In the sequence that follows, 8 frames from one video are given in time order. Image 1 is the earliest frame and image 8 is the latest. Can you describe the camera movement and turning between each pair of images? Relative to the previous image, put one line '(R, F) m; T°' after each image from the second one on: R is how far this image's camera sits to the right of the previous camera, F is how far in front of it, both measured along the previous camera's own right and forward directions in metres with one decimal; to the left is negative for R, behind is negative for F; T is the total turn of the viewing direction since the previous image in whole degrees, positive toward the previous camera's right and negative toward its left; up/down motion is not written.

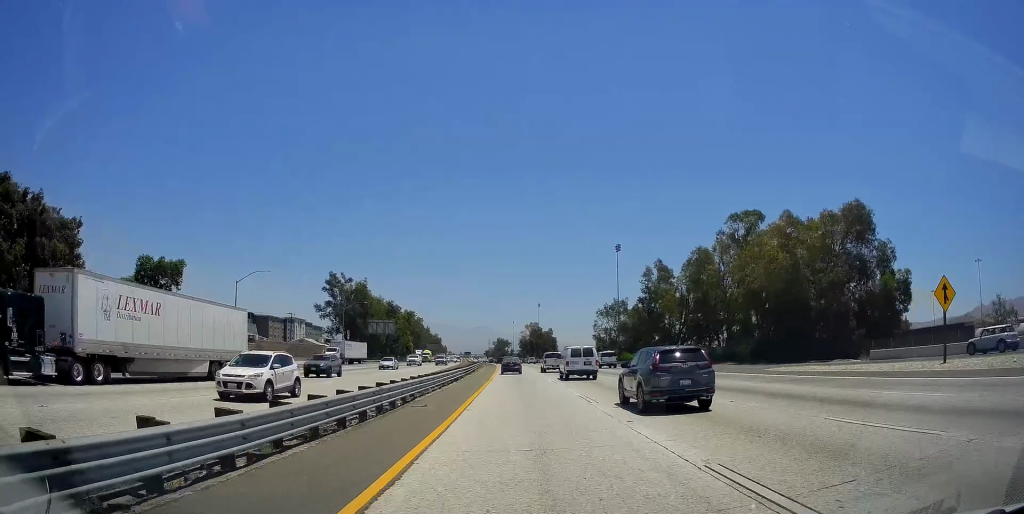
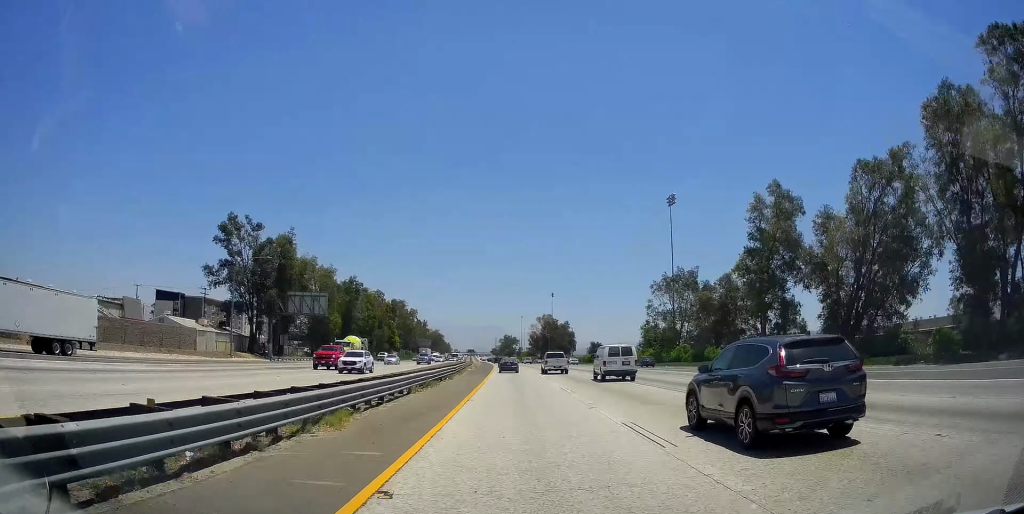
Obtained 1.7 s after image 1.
(-0.4, +53.8) m; -1°
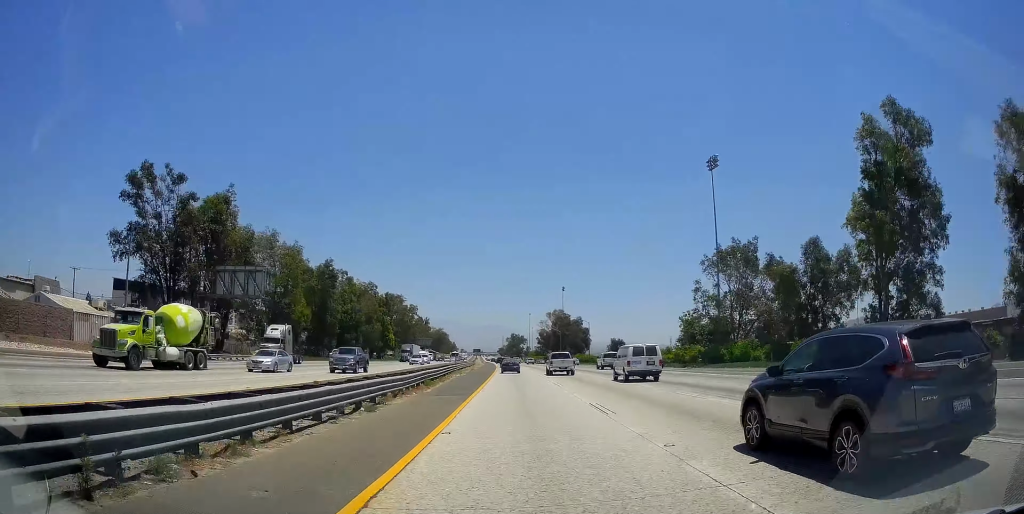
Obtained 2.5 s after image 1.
(-0.1, +23.0) m; 0°
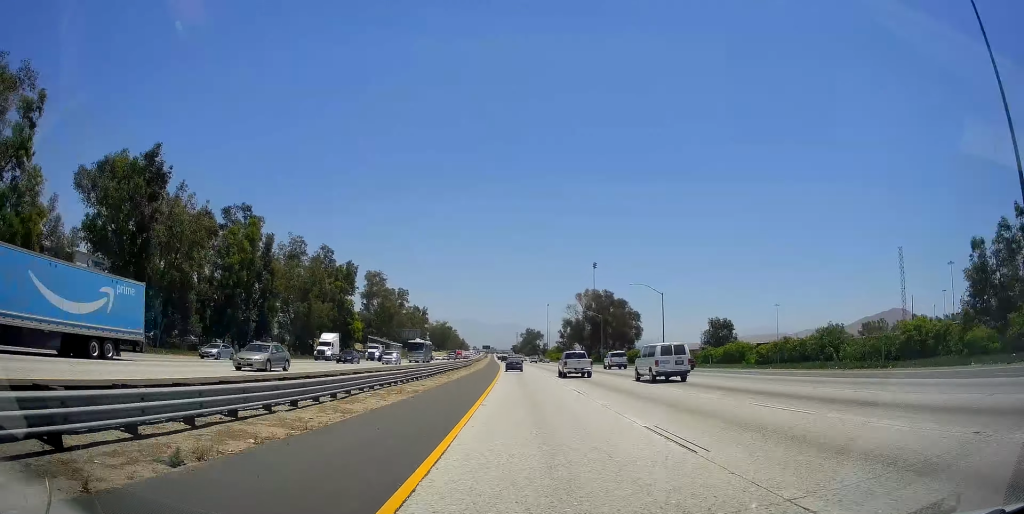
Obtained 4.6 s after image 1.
(-0.4, +64.4) m; -1°
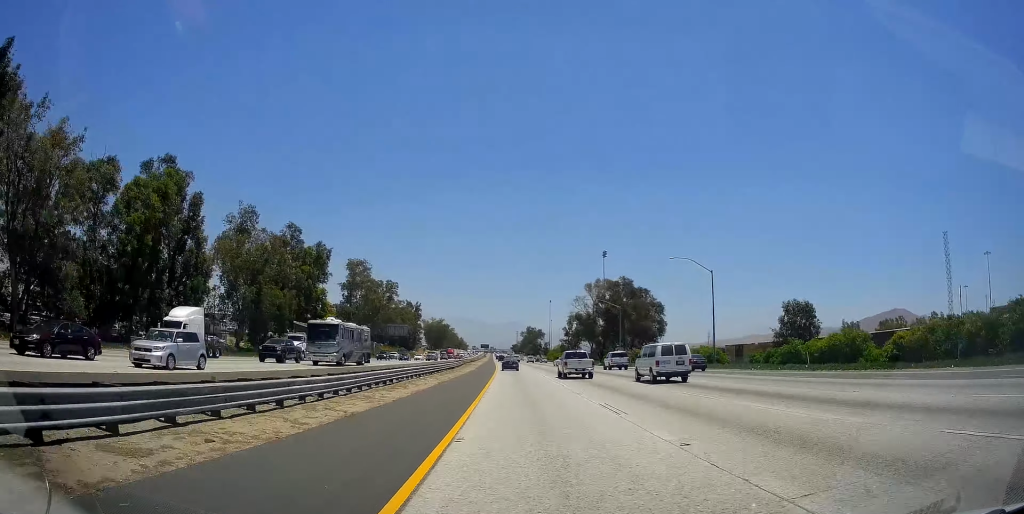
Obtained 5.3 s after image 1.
(0.0, +23.4) m; 0°
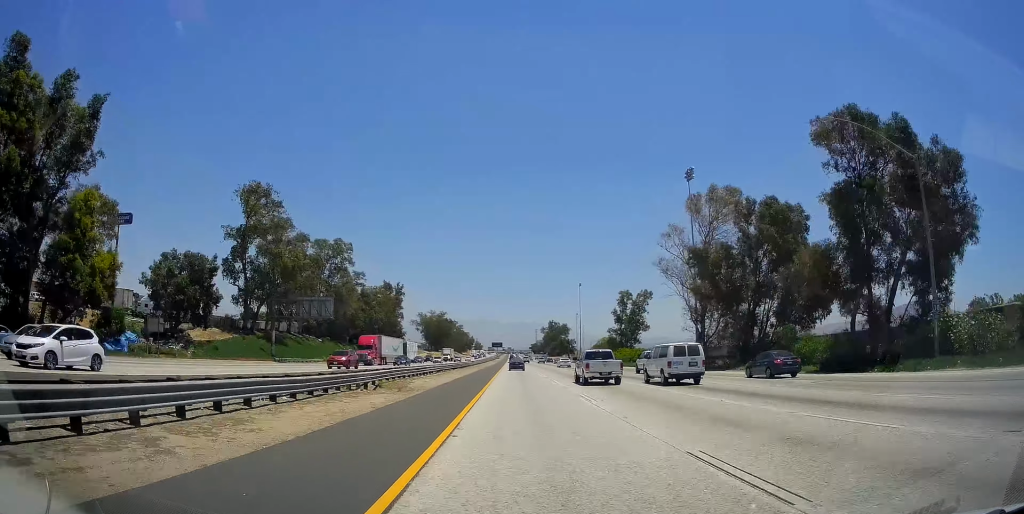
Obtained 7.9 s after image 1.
(-1.3, +82.4) m; -1°
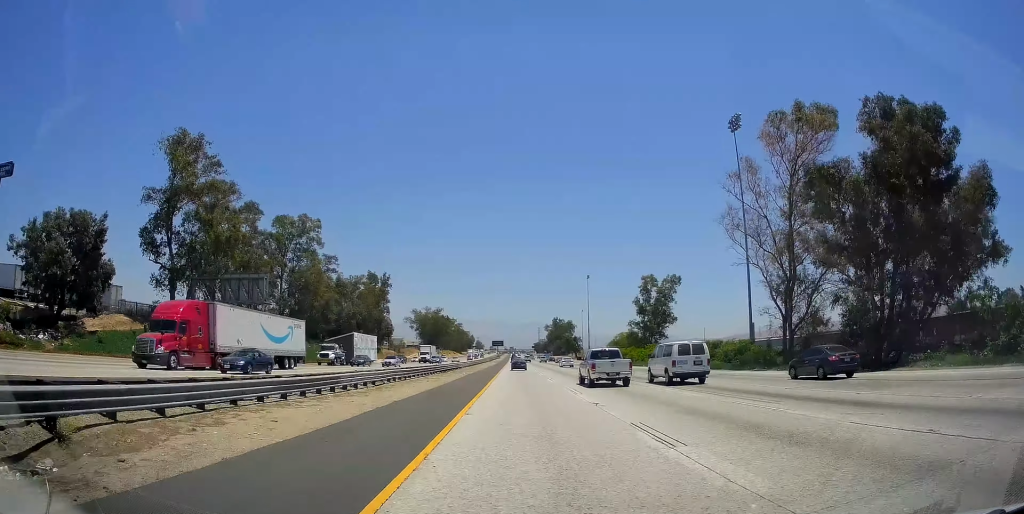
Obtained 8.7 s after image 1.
(-0.1, +24.2) m; 0°
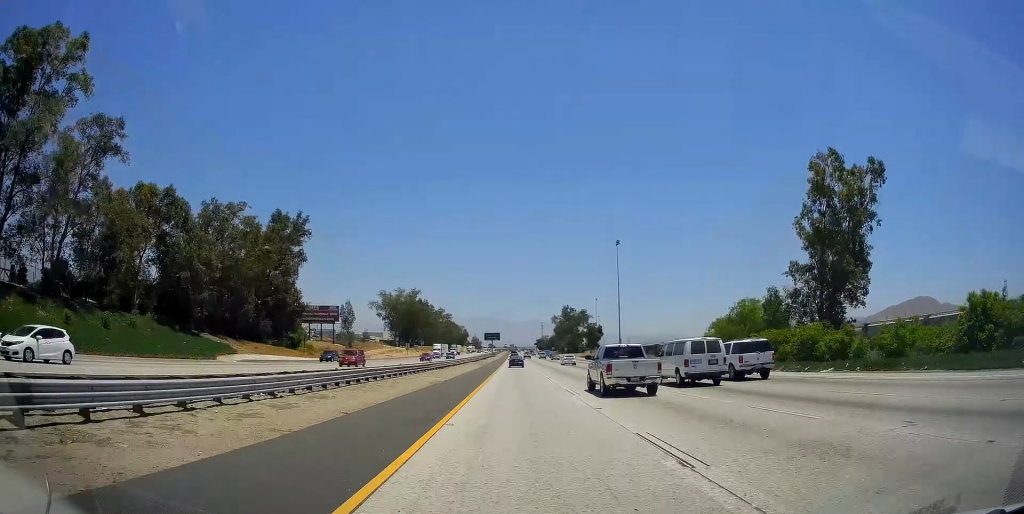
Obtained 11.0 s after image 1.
(+0.5, +75.7) m; 0°
